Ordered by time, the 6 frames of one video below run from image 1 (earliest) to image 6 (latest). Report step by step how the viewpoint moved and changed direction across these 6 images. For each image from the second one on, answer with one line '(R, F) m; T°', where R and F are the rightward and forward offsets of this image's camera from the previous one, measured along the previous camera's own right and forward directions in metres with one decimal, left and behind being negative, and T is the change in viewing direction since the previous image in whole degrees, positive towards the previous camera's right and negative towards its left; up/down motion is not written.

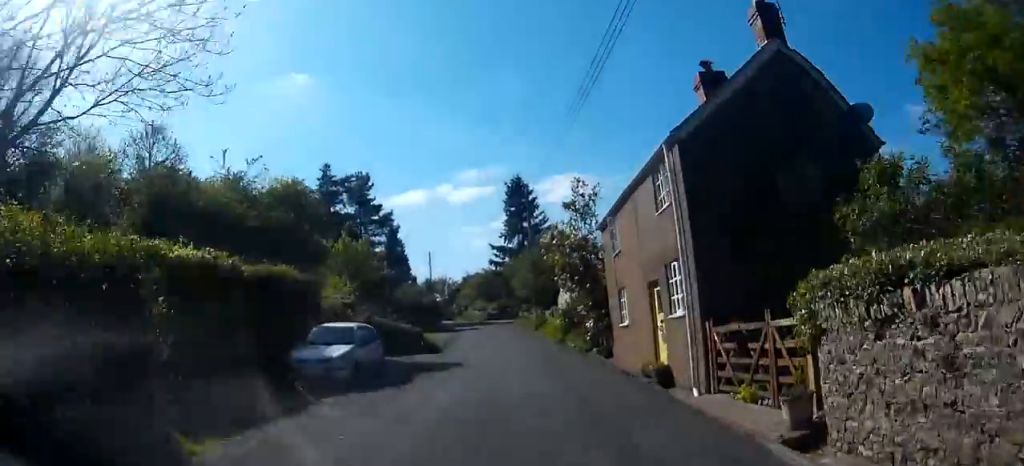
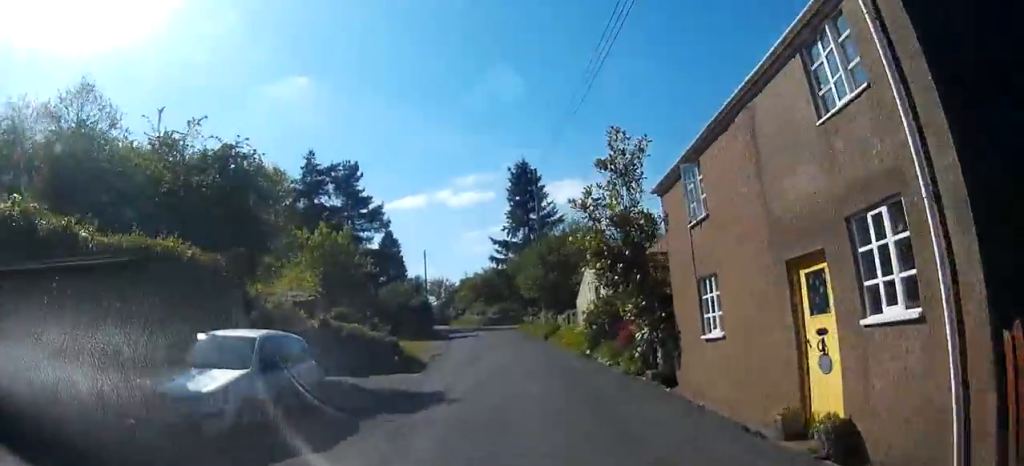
(0.0, +6.2) m; 0°
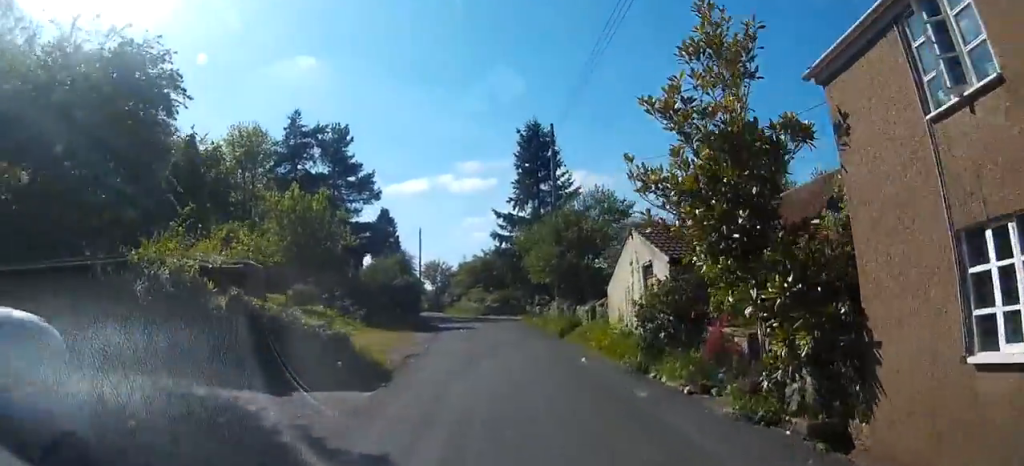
(0.0, +6.2) m; 0°
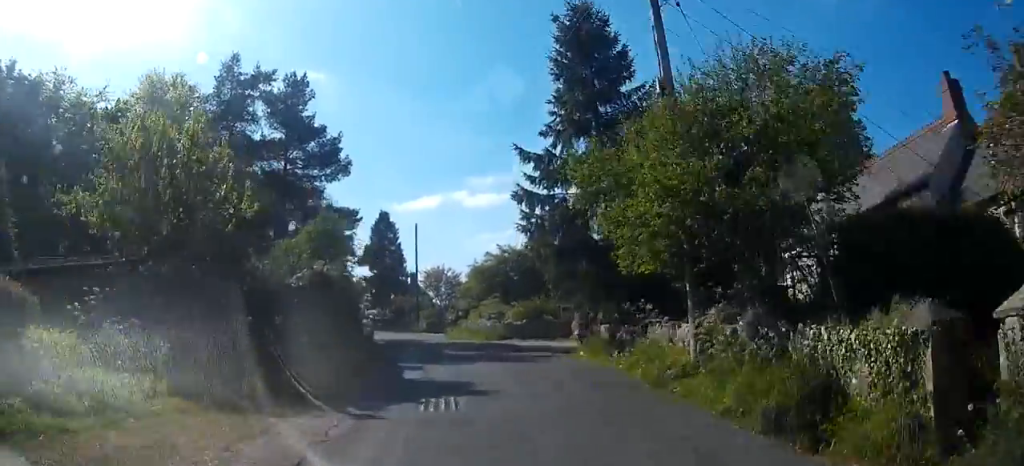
(-0.1, +16.2) m; -2°
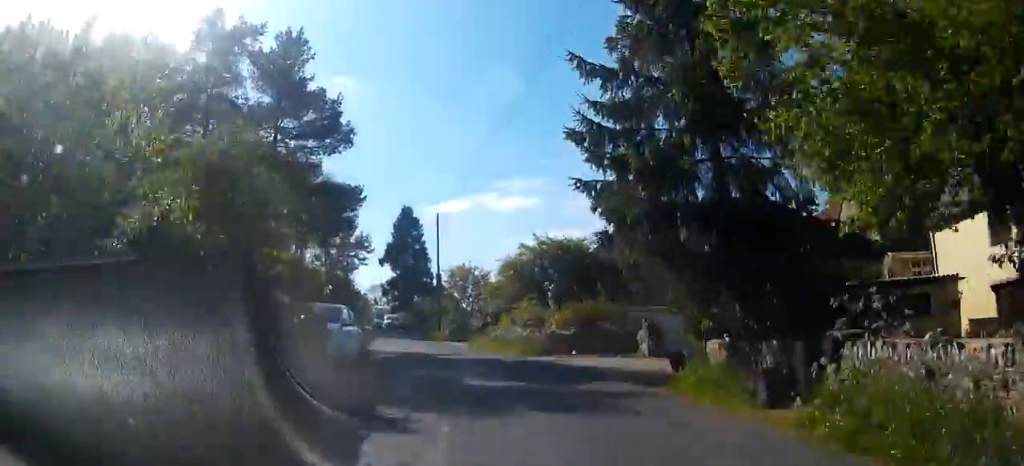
(-0.1, +7.0) m; -2°
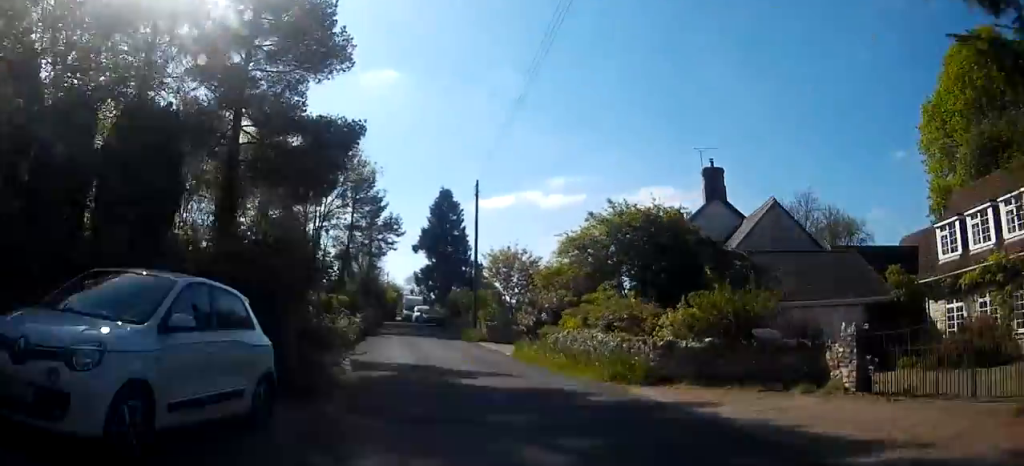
(-0.3, +9.6) m; -3°
